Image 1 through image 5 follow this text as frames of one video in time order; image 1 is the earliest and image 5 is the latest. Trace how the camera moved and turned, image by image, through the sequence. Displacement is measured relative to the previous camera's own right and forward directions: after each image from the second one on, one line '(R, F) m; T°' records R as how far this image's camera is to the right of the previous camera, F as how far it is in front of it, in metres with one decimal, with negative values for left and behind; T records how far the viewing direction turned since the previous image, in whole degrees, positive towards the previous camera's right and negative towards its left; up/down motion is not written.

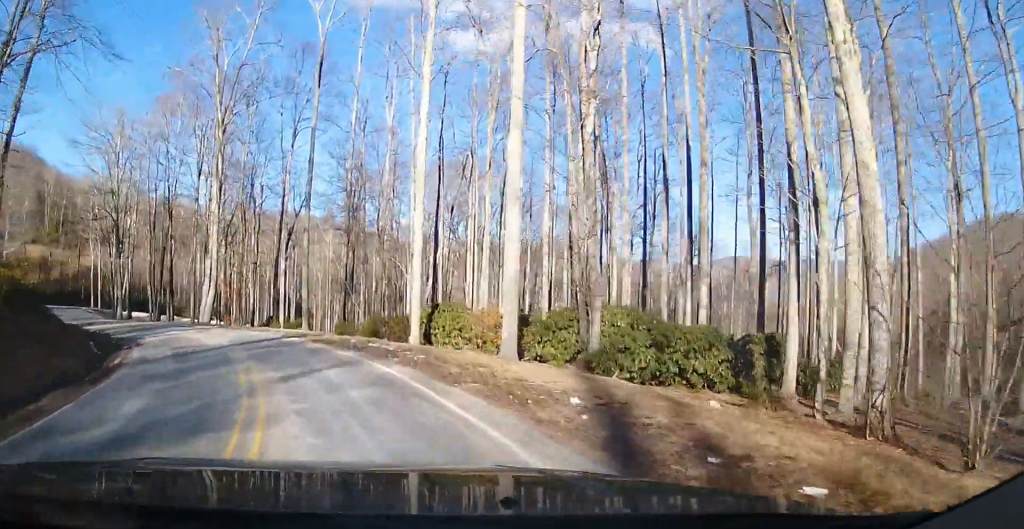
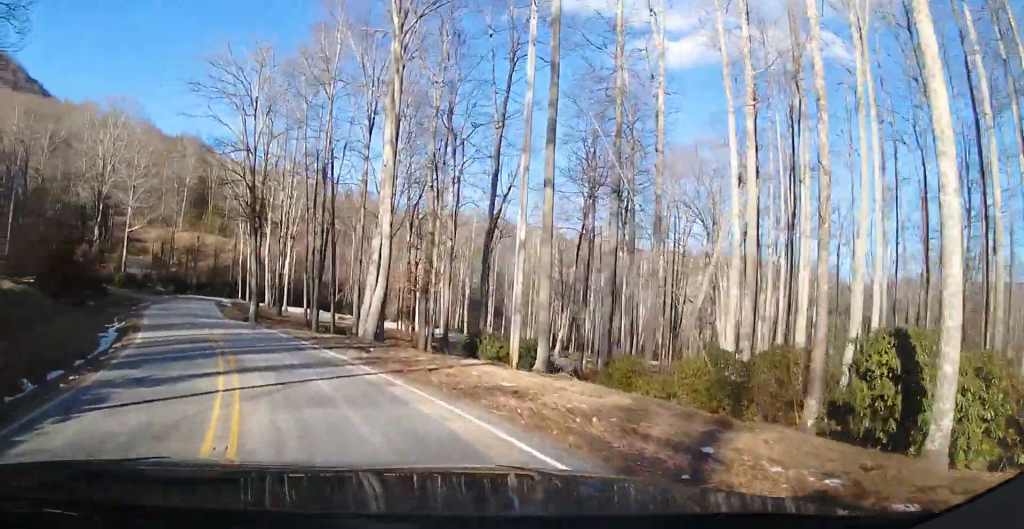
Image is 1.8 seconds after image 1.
(-0.8, +19.3) m; -14°
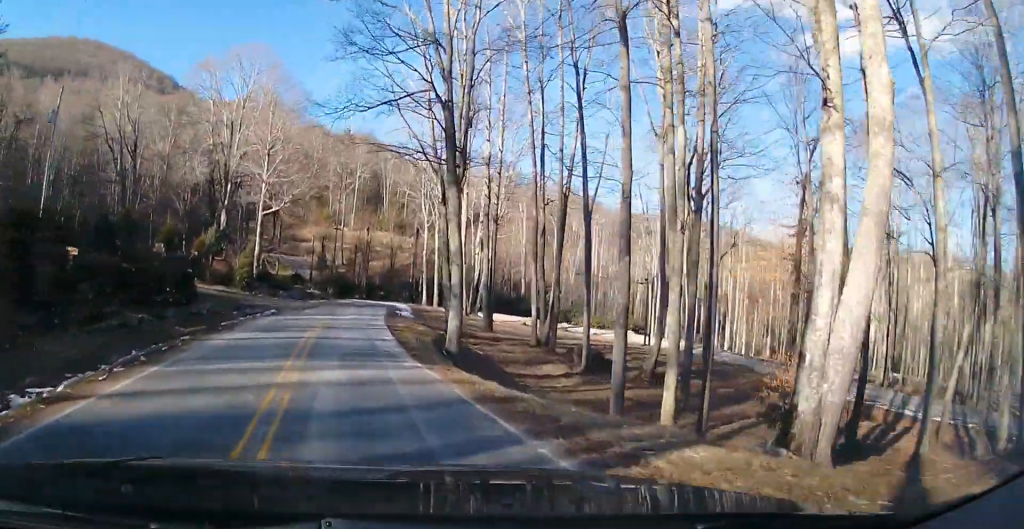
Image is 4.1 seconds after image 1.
(-5.3, +19.9) m; -23°
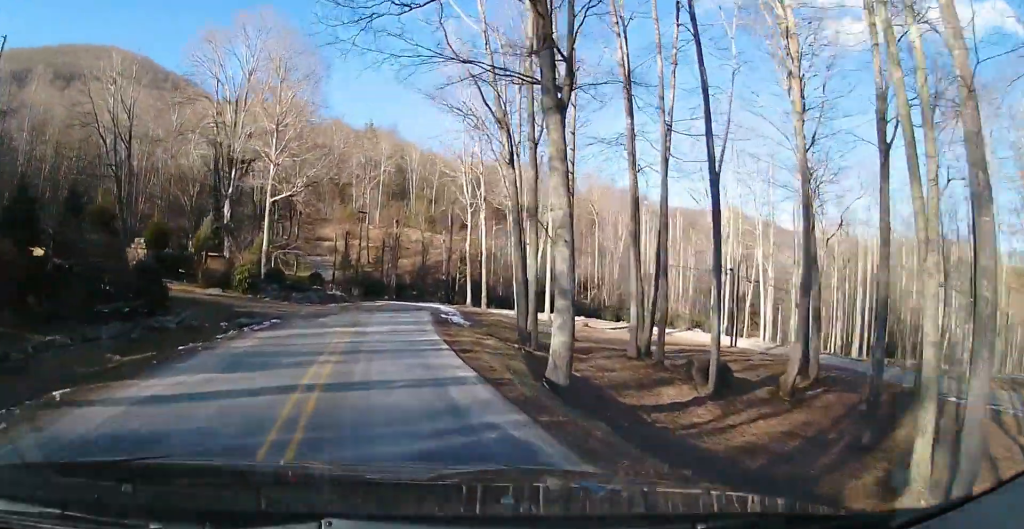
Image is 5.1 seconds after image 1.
(-0.4, +9.2) m; -4°
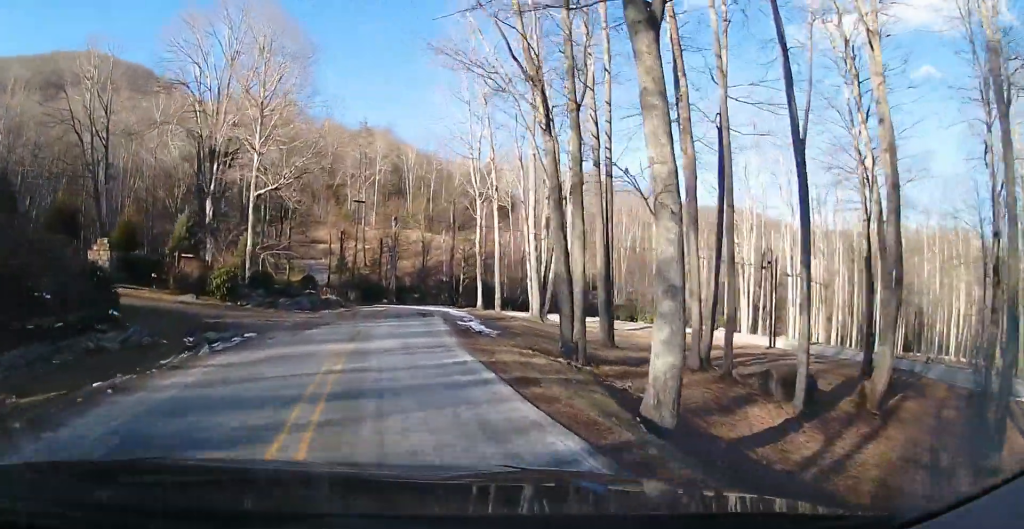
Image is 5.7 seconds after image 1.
(-0.2, +4.9) m; -1°
